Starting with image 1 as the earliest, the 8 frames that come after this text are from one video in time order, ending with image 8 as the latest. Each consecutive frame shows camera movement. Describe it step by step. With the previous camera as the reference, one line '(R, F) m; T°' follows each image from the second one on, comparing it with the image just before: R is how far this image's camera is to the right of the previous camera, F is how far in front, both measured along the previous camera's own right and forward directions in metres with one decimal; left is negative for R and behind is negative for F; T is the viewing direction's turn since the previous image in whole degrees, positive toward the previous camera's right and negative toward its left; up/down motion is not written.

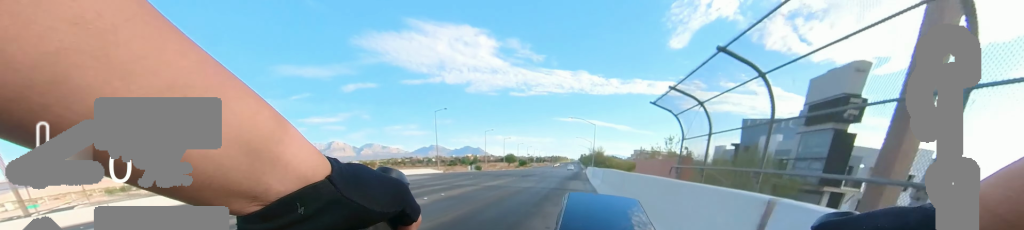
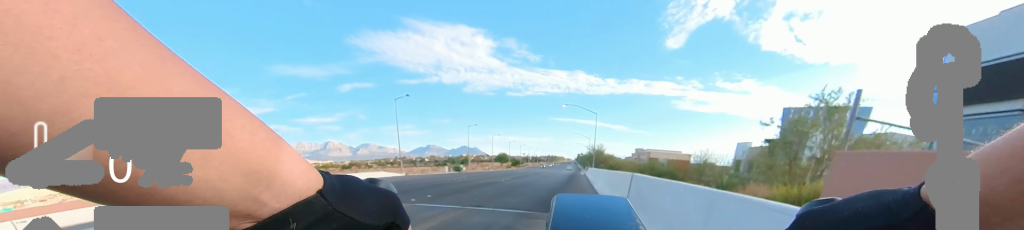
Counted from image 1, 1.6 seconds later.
(0.0, +12.7) m; 0°
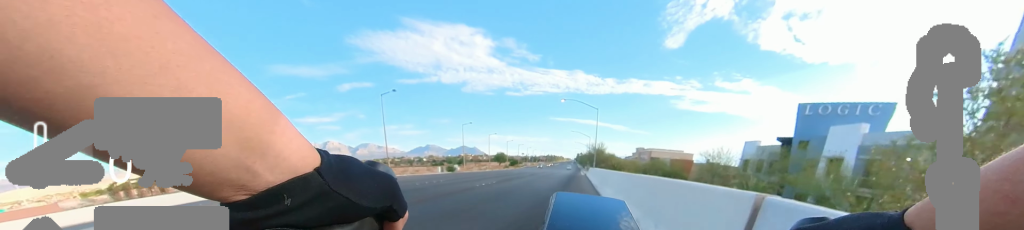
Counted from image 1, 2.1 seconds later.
(0.0, +3.4) m; 0°
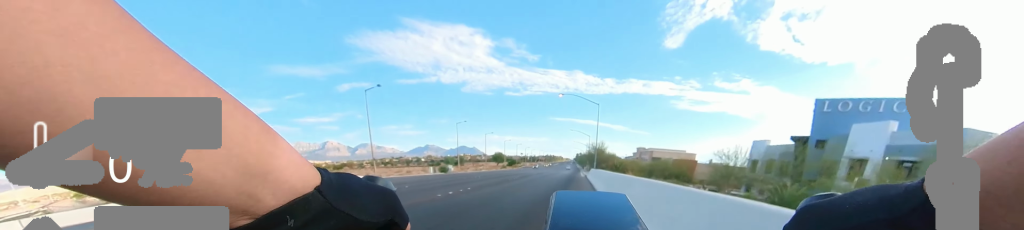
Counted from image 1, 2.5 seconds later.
(0.0, +3.5) m; 0°
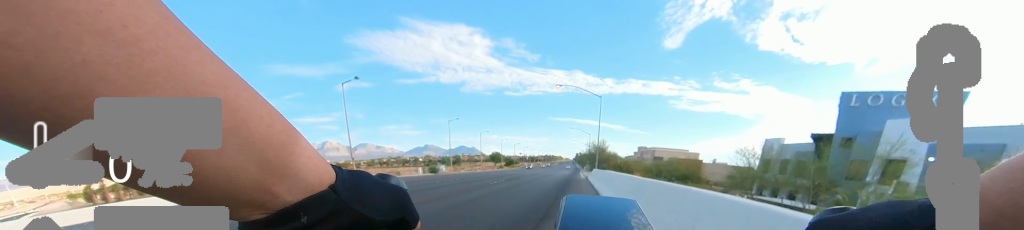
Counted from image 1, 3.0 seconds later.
(0.0, +4.3) m; 0°
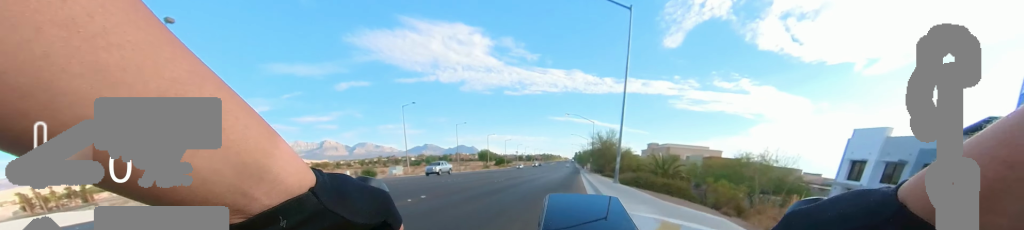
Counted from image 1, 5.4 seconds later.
(0.0, +19.2) m; 0°
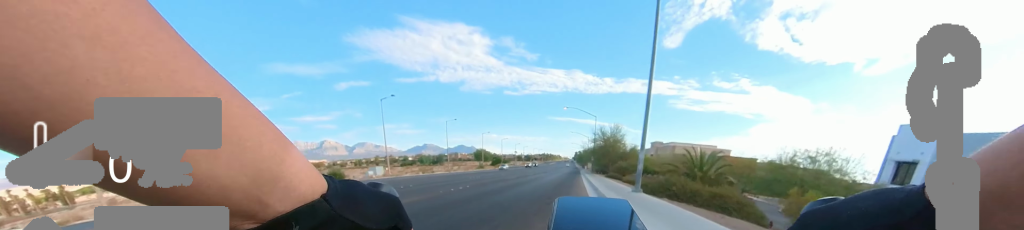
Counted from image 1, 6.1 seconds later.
(0.0, +6.0) m; 0°
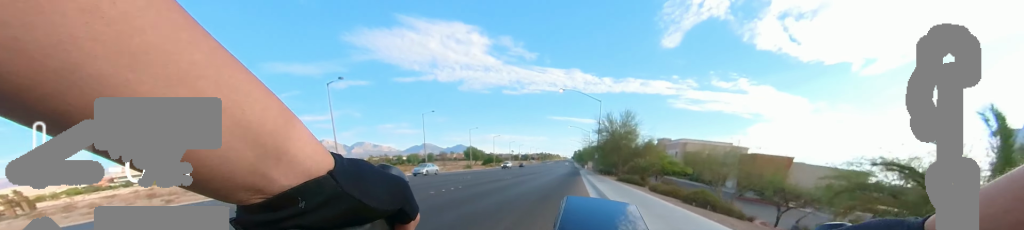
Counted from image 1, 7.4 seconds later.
(0.0, +10.6) m; 0°
